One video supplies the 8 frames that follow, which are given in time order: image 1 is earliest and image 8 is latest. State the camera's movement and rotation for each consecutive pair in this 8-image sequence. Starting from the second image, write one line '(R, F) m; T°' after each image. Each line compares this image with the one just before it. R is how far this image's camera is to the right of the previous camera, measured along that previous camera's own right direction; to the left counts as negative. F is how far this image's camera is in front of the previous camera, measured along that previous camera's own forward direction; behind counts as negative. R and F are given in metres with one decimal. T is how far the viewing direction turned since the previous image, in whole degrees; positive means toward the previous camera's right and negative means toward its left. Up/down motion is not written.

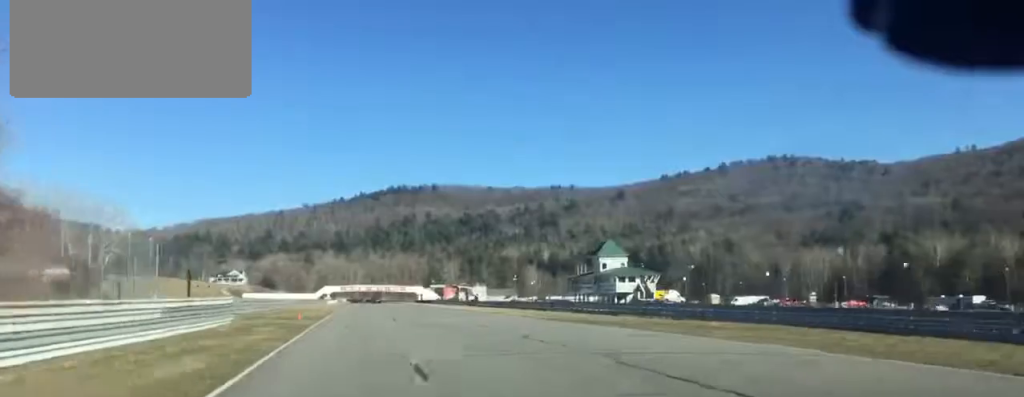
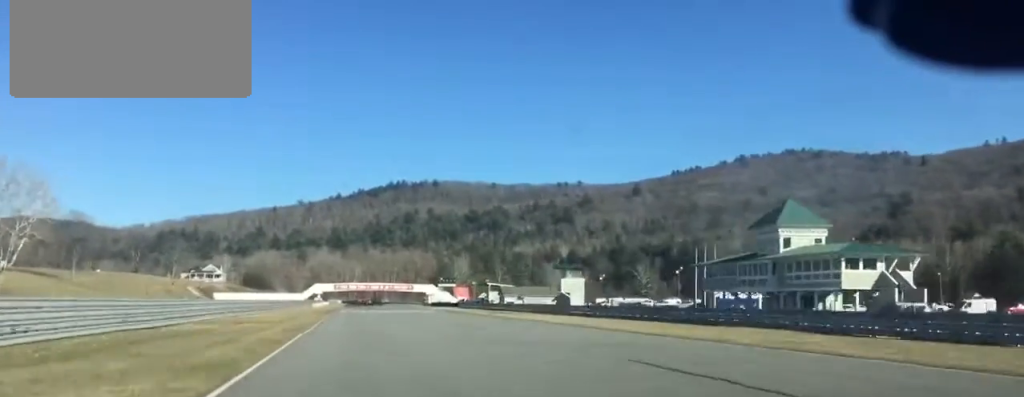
(-0.1, +71.7) m; 0°
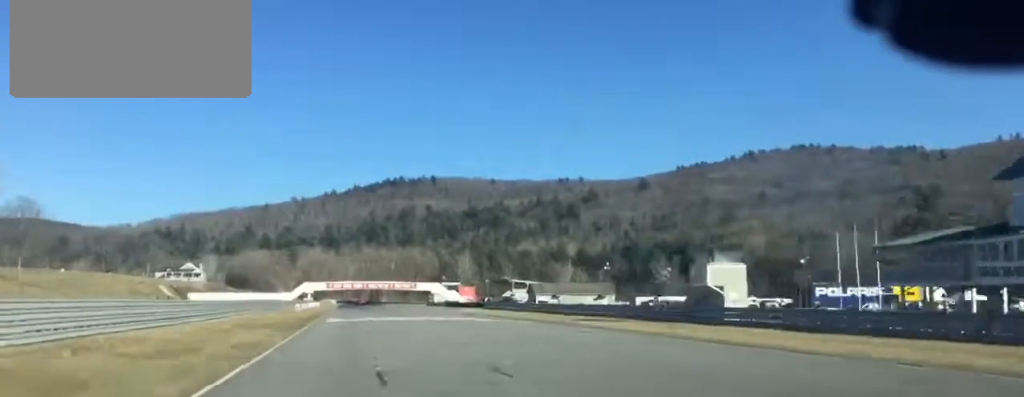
(-0.3, +39.3) m; 0°
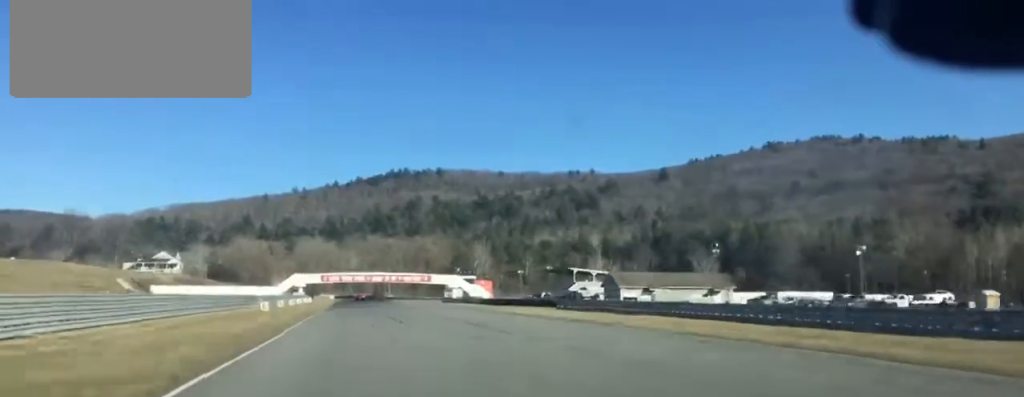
(-0.1, +50.6) m; 0°
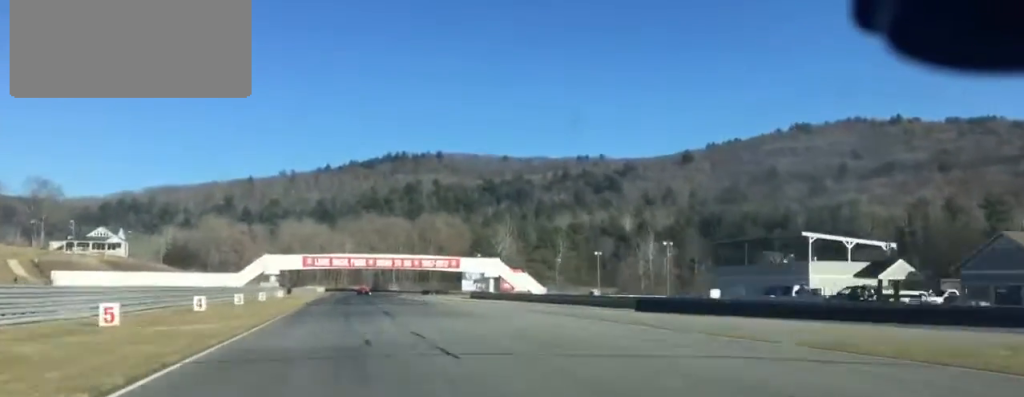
(+0.6, +63.9) m; +1°
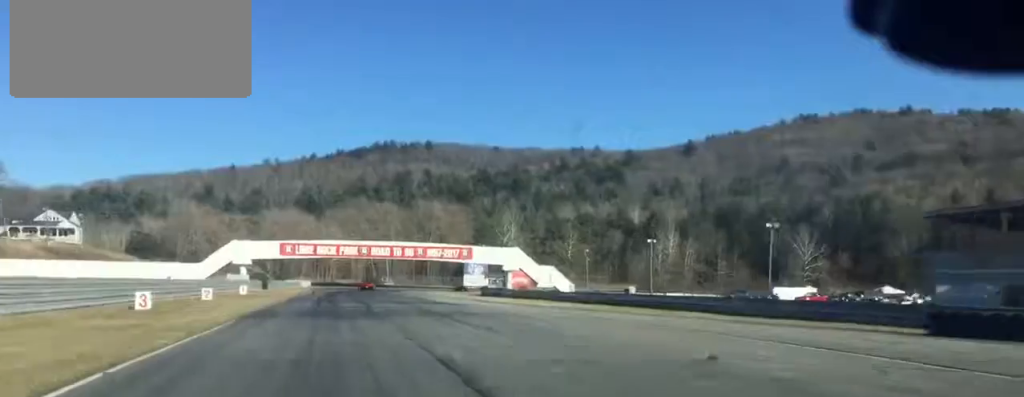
(0.0, +27.1) m; -1°
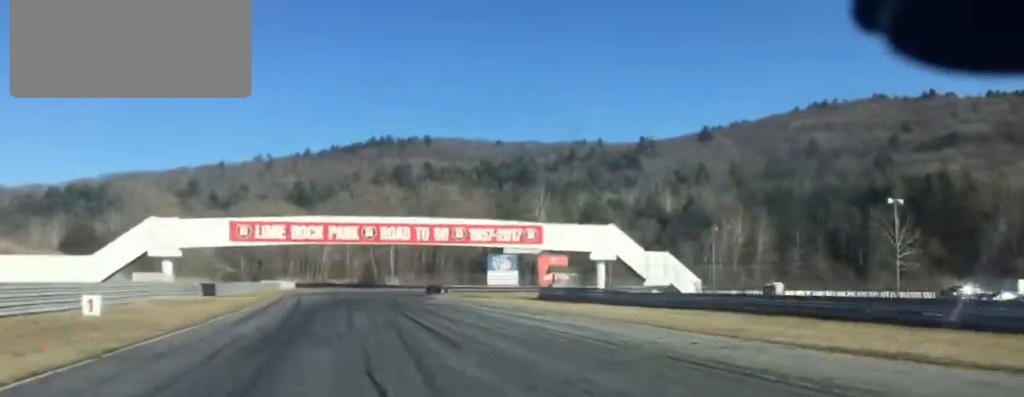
(-0.5, +46.5) m; 0°
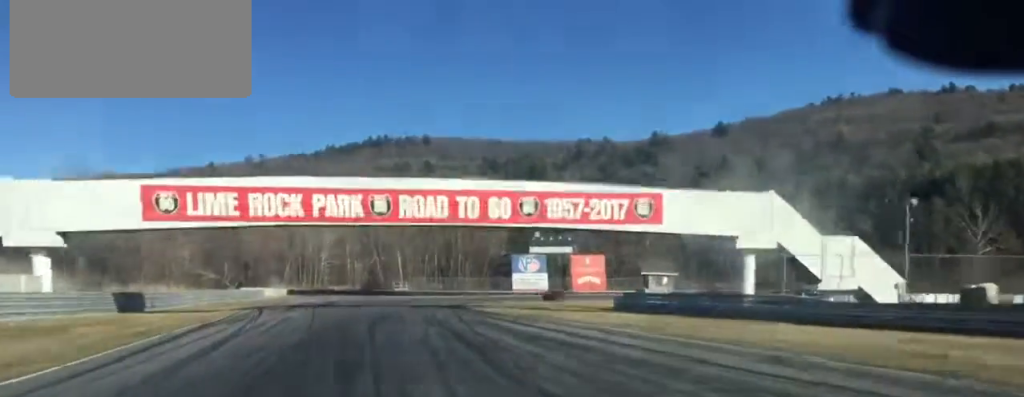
(+0.2, +28.1) m; +2°
